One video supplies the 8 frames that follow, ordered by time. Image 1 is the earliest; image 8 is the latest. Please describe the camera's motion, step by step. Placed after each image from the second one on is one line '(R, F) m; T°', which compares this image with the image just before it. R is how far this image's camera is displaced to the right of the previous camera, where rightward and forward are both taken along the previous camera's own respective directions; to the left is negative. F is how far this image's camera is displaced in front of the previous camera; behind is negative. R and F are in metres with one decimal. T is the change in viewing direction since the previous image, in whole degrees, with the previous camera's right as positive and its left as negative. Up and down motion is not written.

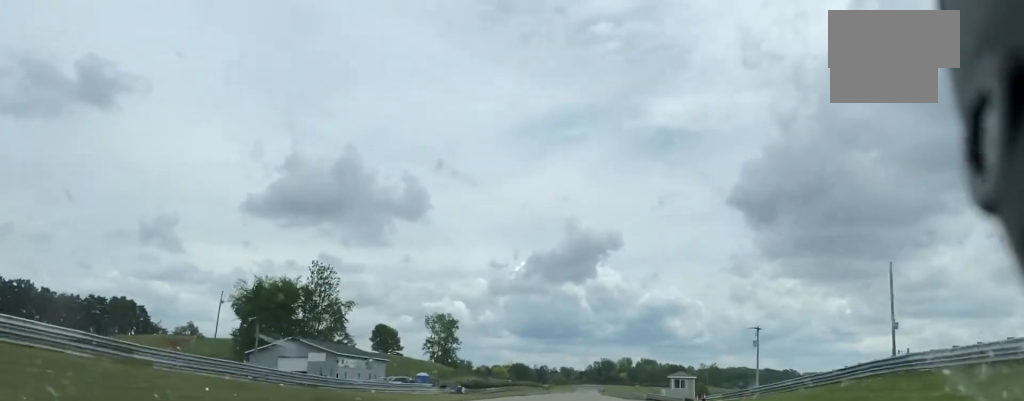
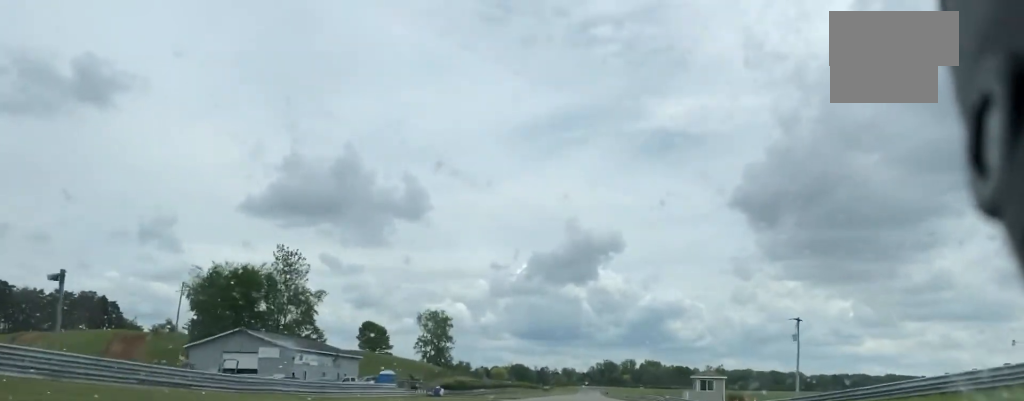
(0.0, +18.2) m; 0°
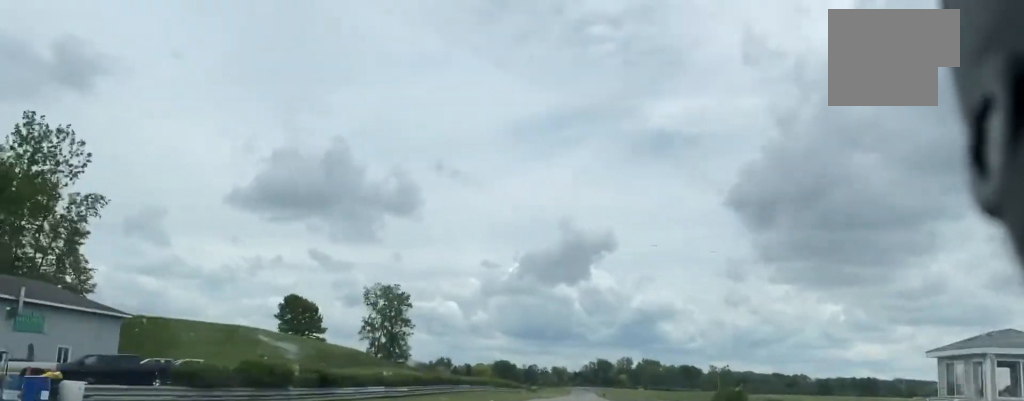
(-0.1, +59.6) m; +1°
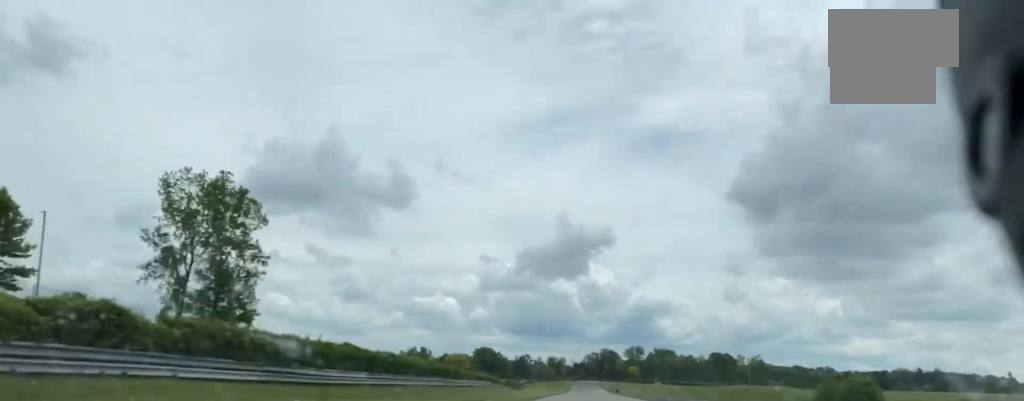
(+0.5, +103.0) m; -1°
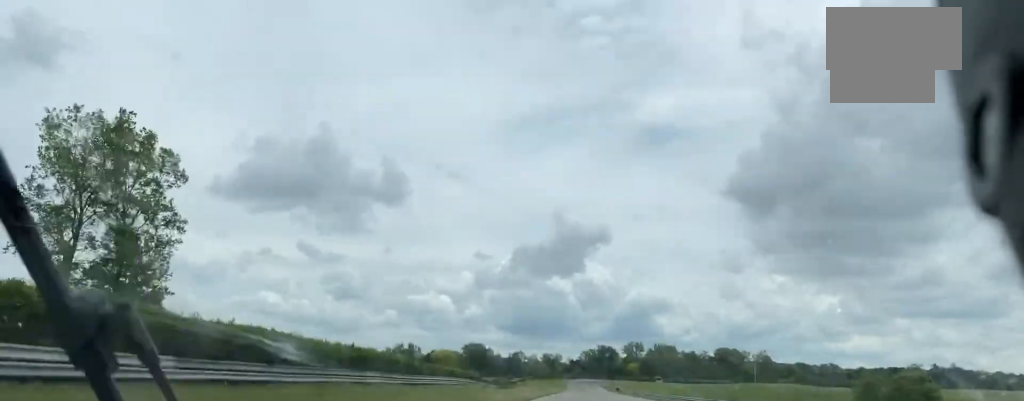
(-0.2, +22.7) m; 0°
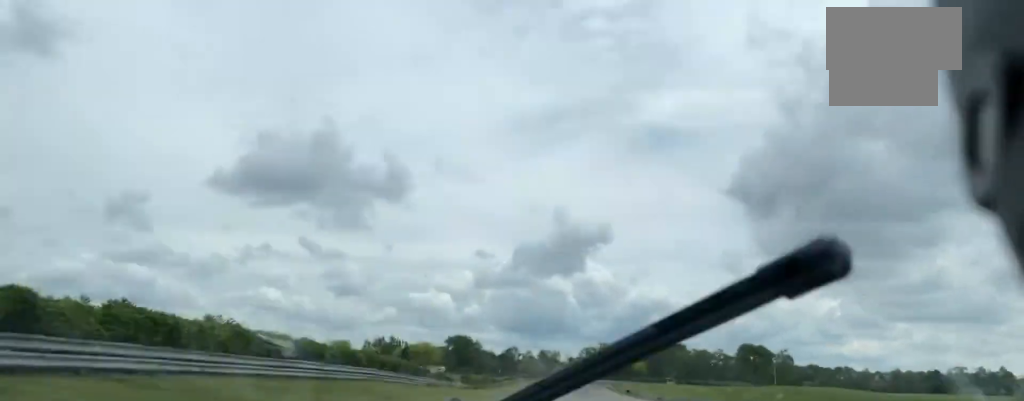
(+0.3, +45.3) m; +1°
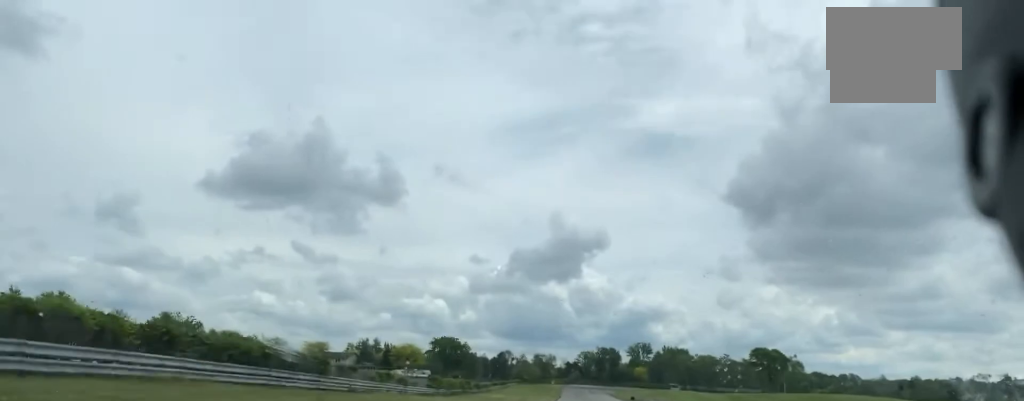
(+0.3, +24.3) m; 0°
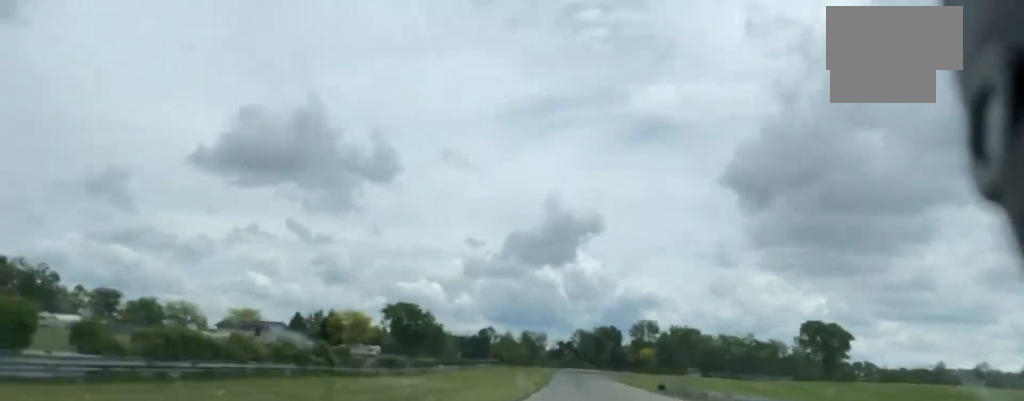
(-0.1, +65.6) m; +1°
